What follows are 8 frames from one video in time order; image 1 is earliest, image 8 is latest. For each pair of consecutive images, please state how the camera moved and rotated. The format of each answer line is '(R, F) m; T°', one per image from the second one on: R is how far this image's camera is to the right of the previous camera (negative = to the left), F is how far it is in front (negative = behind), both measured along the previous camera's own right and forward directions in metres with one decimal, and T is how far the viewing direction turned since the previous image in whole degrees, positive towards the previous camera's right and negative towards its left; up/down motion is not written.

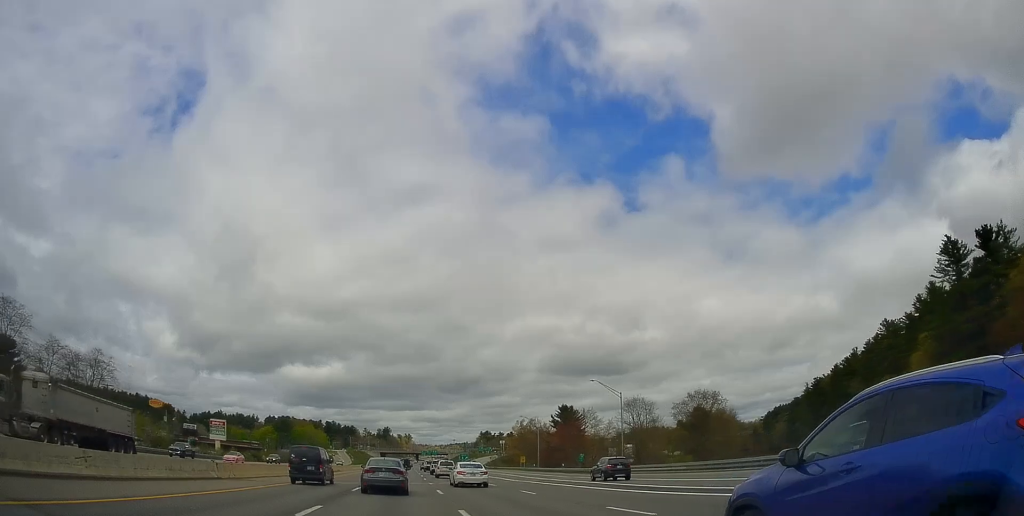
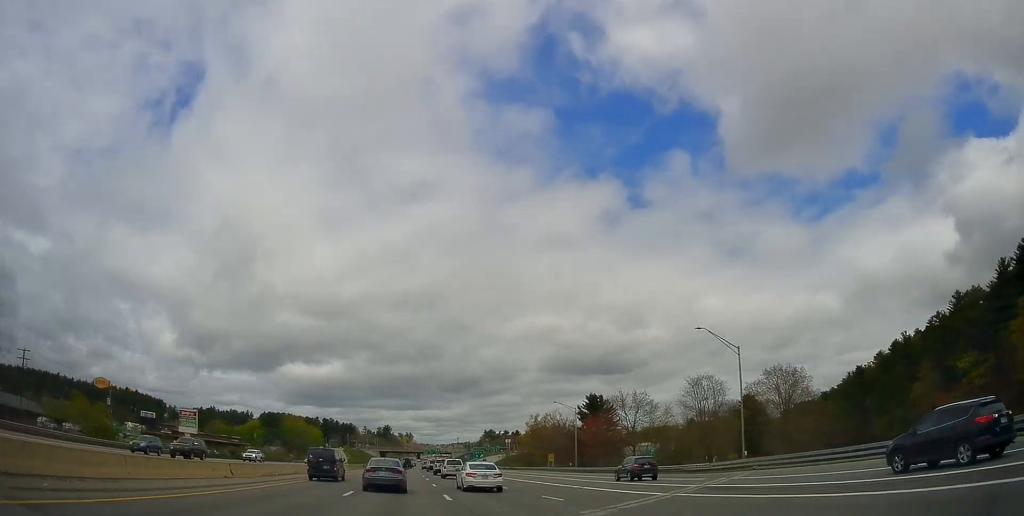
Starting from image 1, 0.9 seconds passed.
(-0.1, +28.2) m; 0°
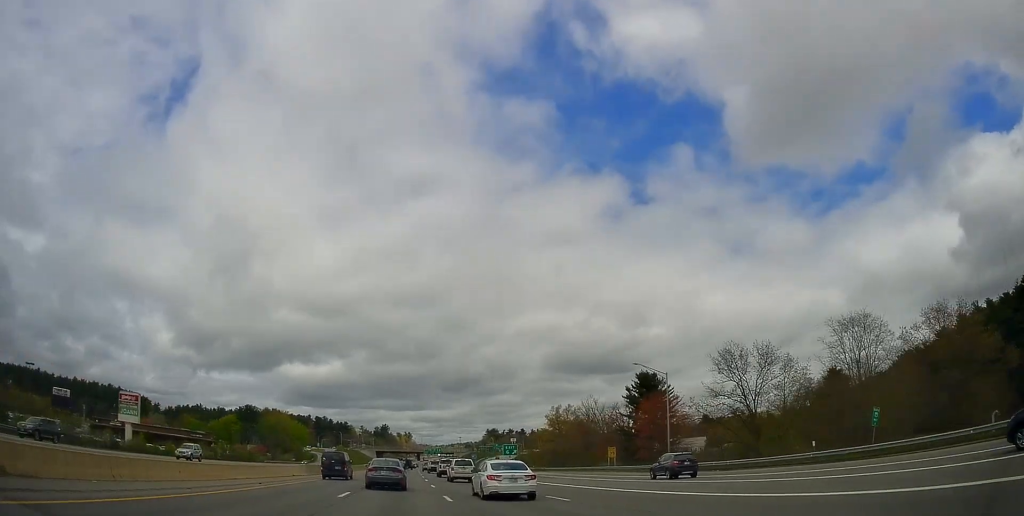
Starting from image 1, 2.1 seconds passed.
(+0.7, +36.9) m; +1°
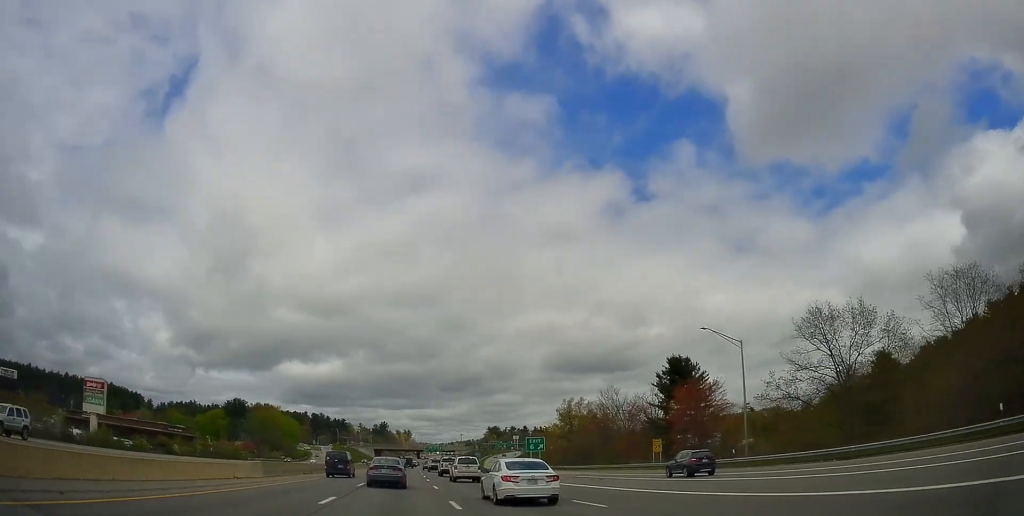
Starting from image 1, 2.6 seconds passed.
(0.0, +16.0) m; 0°
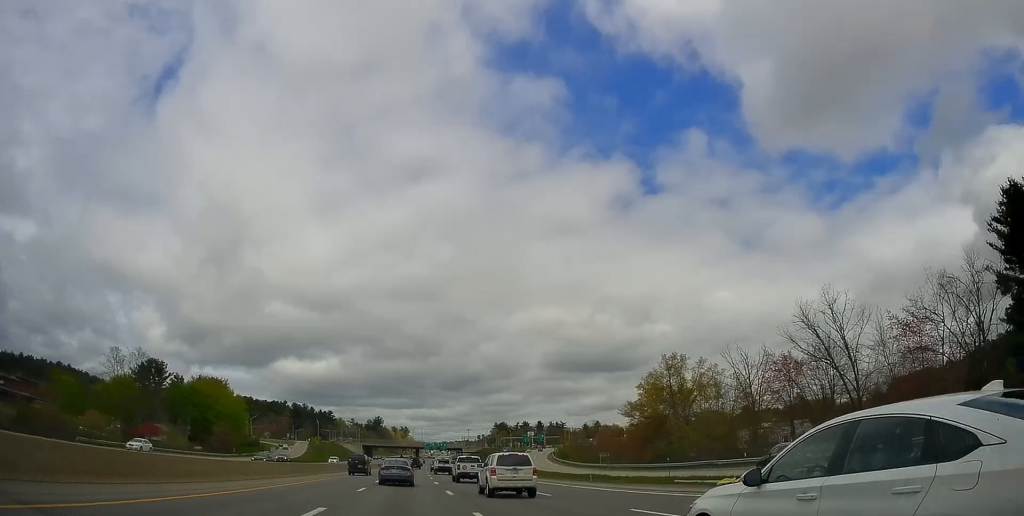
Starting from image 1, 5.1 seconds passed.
(-0.4, +76.9) m; 0°
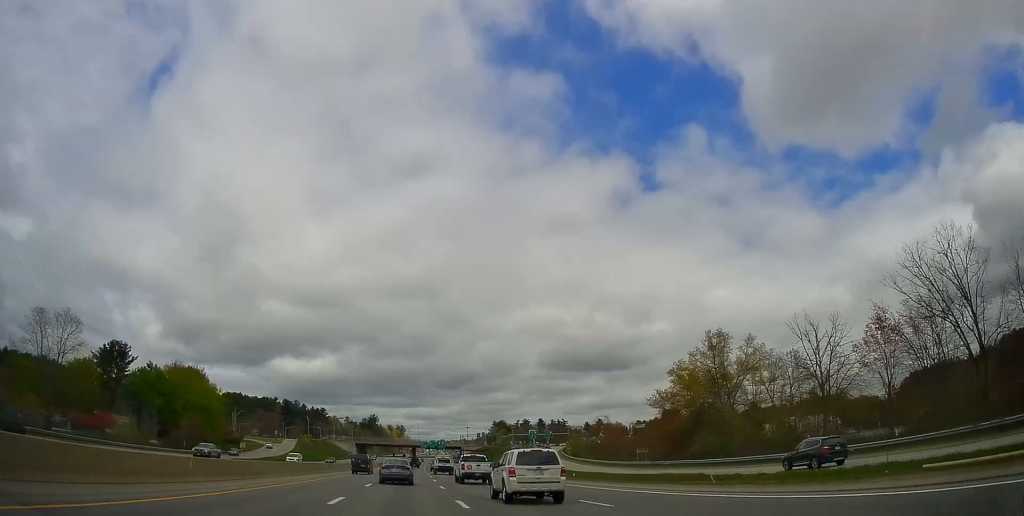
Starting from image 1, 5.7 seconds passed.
(0.0, +19.9) m; 0°
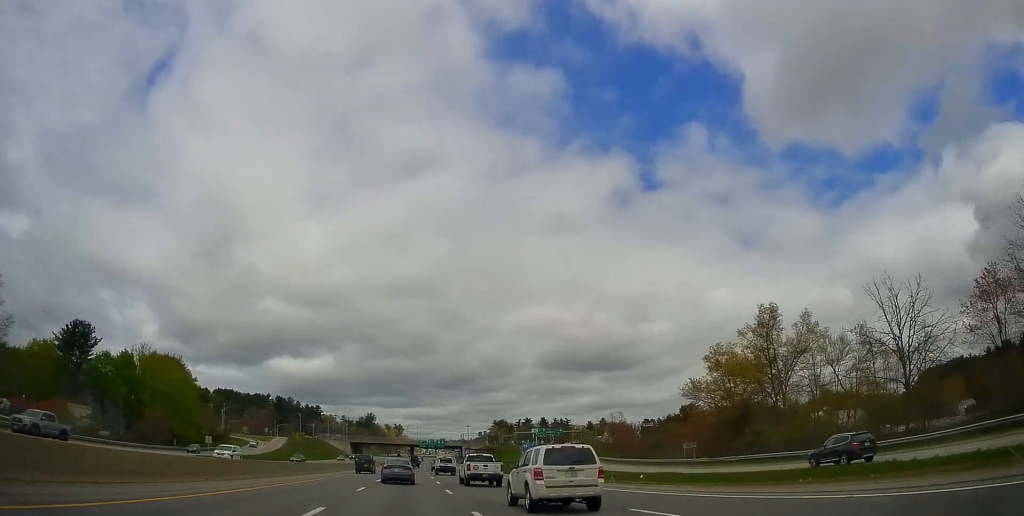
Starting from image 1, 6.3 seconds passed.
(-0.1, +16.7) m; 0°
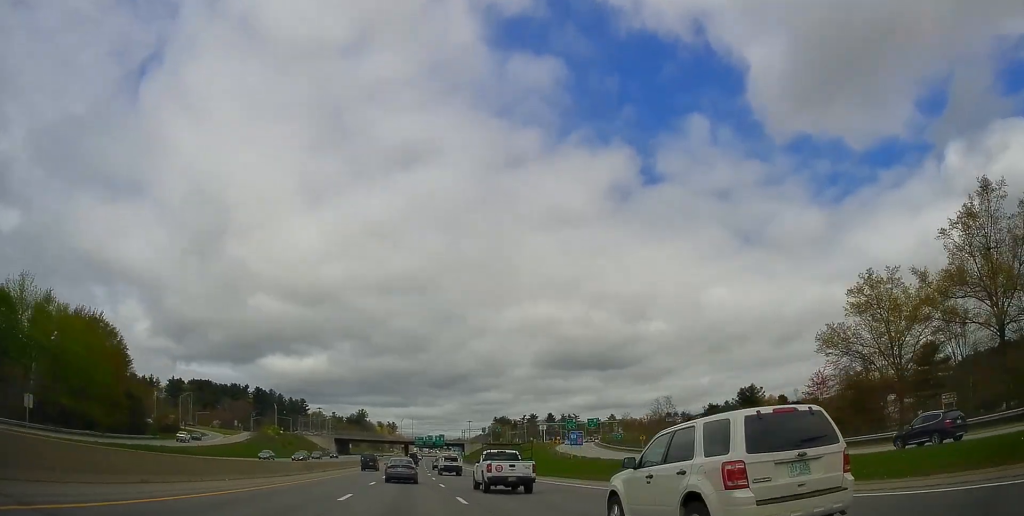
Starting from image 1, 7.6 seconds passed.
(+0.4, +42.1) m; 0°
